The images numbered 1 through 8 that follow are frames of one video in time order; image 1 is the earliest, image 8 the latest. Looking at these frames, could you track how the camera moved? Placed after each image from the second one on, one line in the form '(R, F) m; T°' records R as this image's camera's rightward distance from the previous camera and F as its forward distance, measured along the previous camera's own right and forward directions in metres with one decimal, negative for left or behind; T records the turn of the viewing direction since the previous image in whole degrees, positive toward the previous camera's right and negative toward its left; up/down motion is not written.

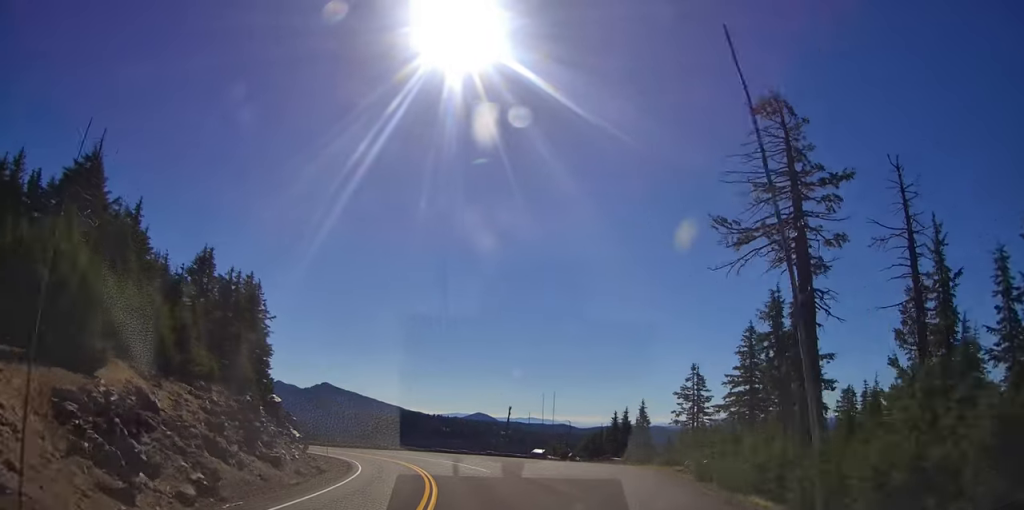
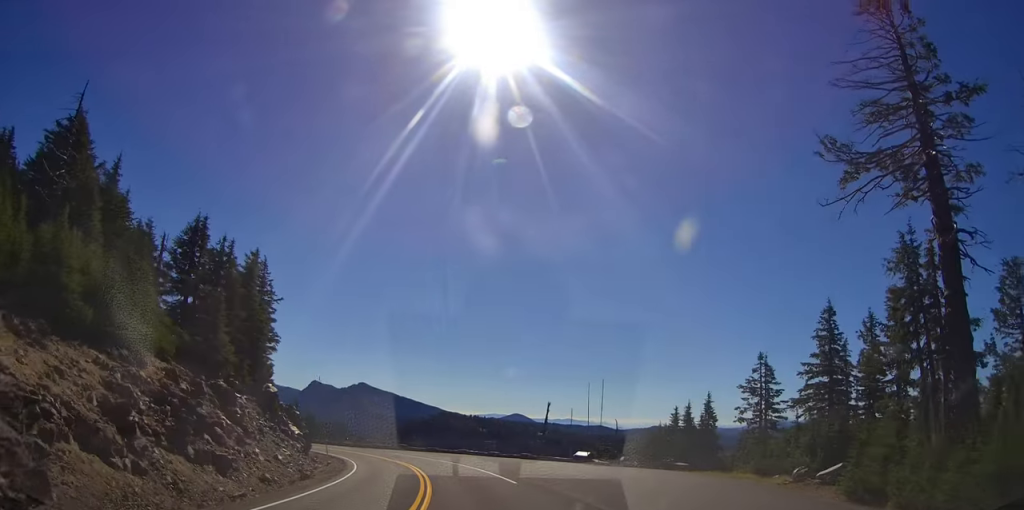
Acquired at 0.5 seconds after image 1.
(-0.5, +9.4) m; -4°
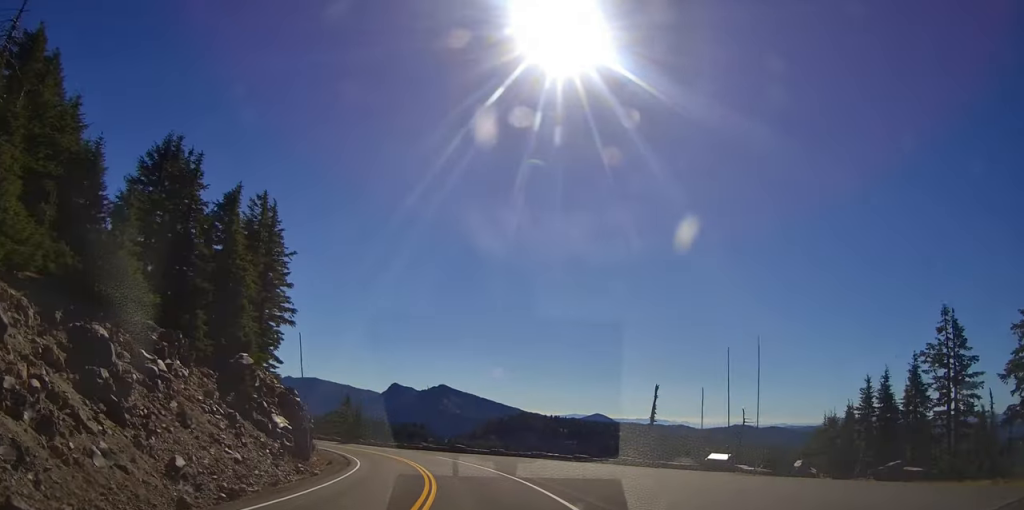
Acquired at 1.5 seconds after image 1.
(-1.1, +17.8) m; -5°
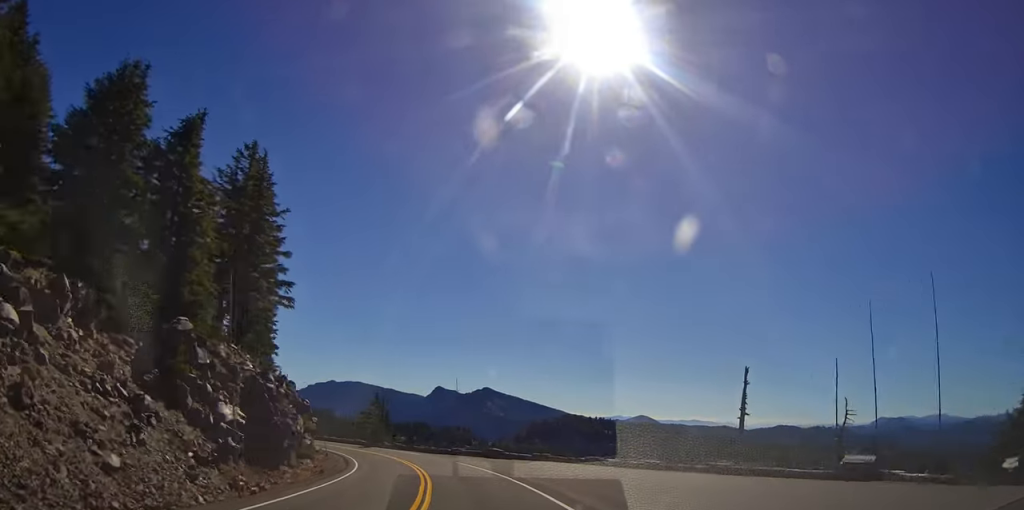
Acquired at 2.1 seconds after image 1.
(+0.3, +10.9) m; -3°
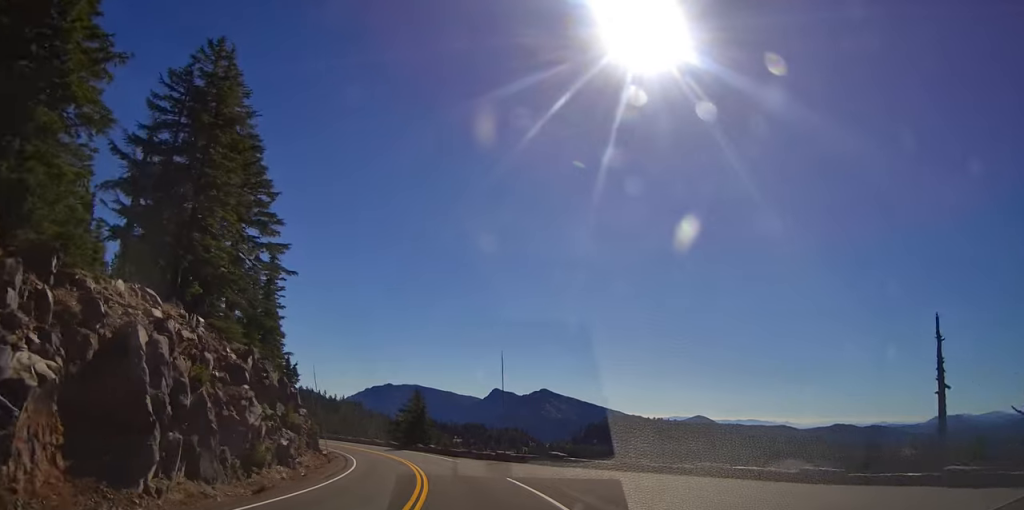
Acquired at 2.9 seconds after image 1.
(-0.9, +13.6) m; -7°
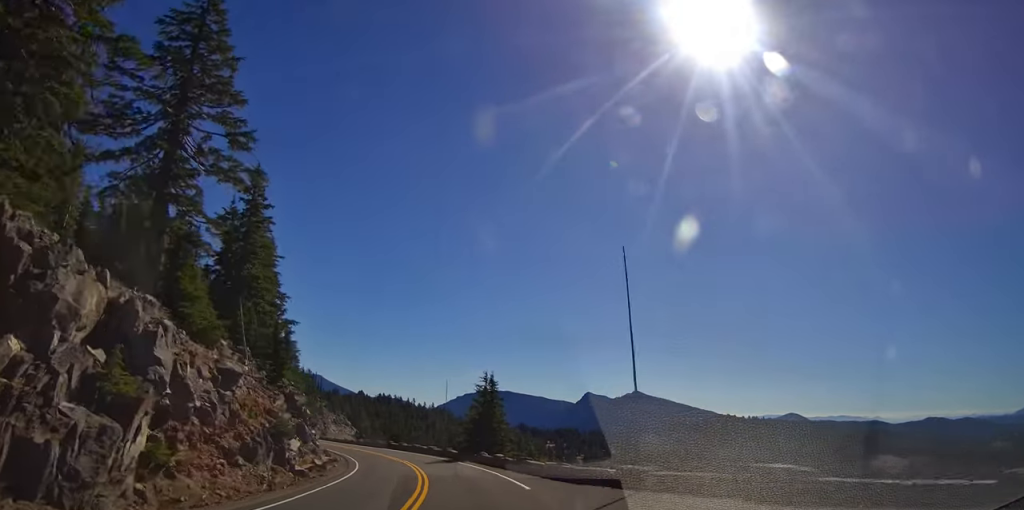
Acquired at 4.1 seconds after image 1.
(-2.0, +20.3) m; -13°
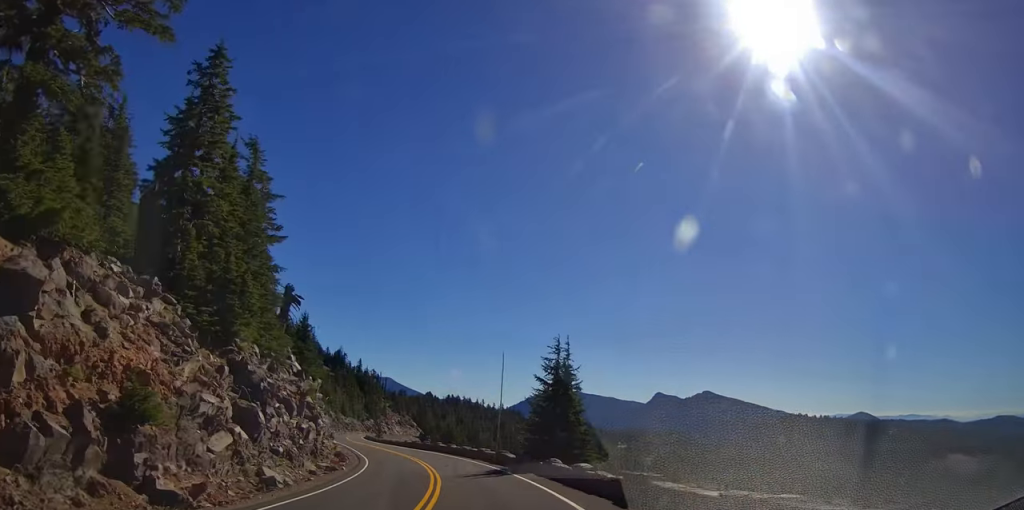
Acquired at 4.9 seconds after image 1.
(-1.4, +13.9) m; -6°
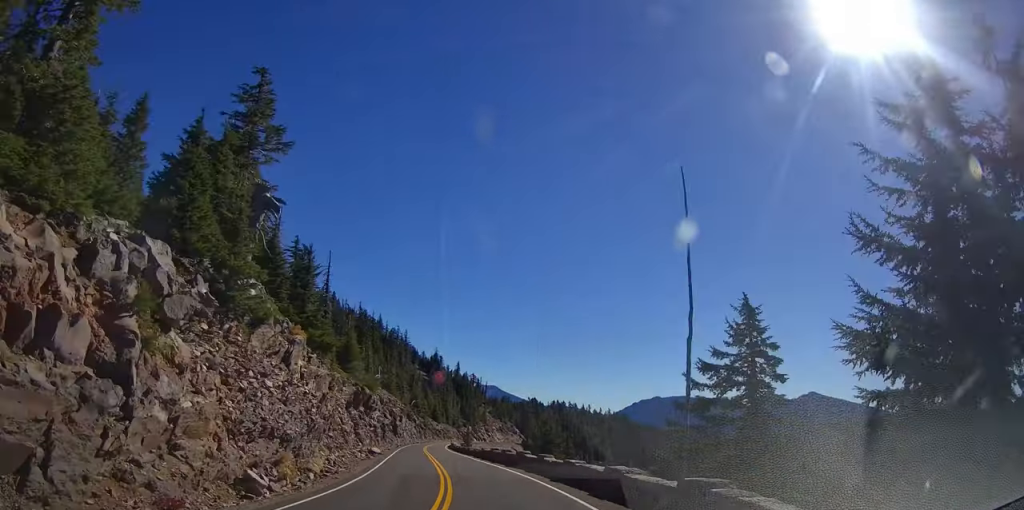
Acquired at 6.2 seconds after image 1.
(-1.1, +23.8) m; -11°
